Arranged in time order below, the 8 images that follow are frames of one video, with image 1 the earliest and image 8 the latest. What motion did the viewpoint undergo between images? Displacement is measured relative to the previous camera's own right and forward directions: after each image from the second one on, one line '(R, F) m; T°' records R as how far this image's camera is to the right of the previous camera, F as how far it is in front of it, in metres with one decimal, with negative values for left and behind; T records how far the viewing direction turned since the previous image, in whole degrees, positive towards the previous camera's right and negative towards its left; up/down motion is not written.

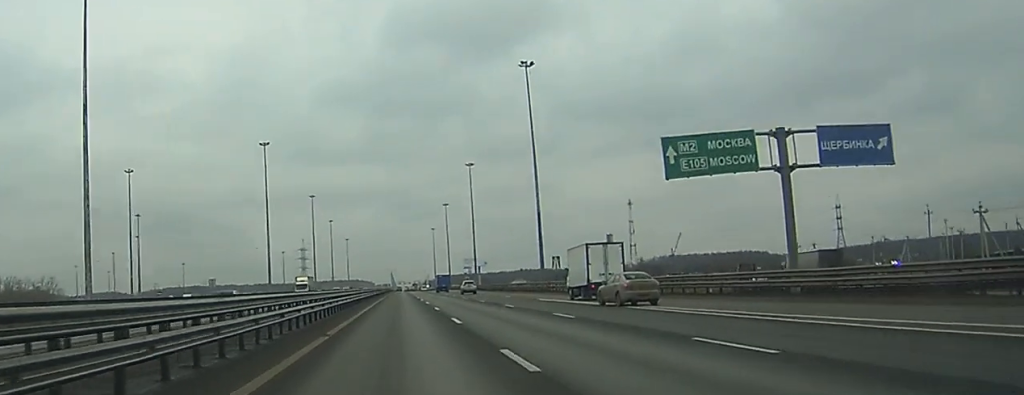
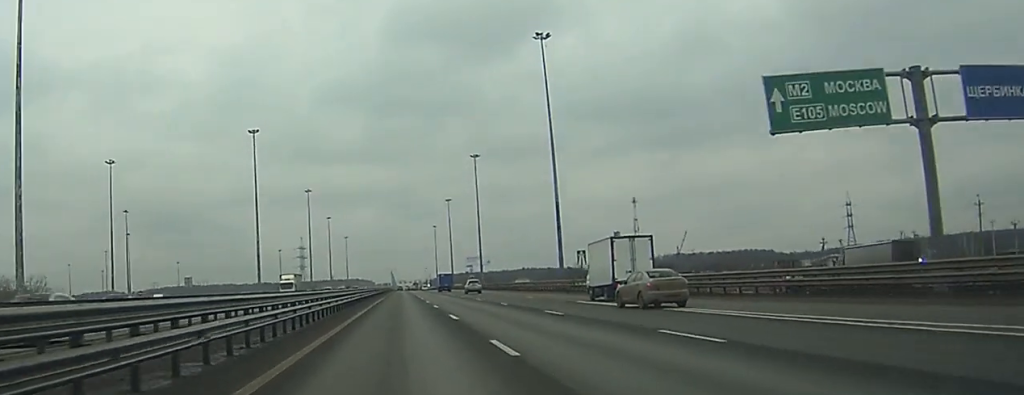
(0.0, +13.9) m; 0°
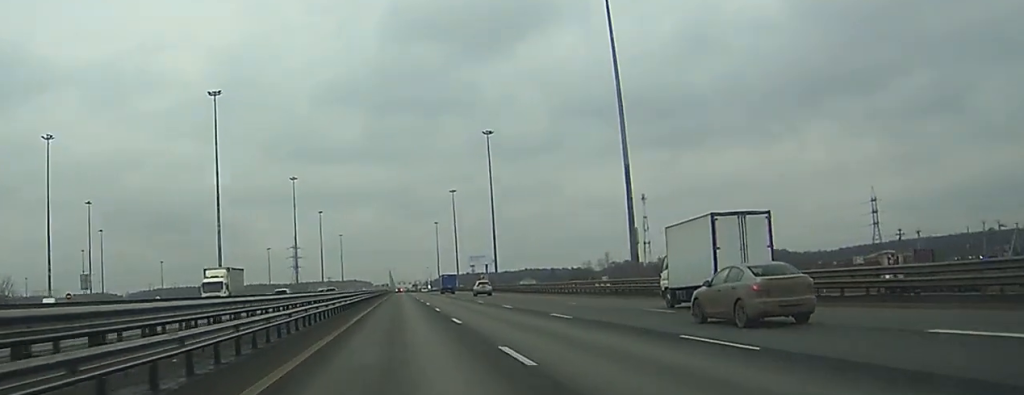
(0.0, +33.3) m; 0°
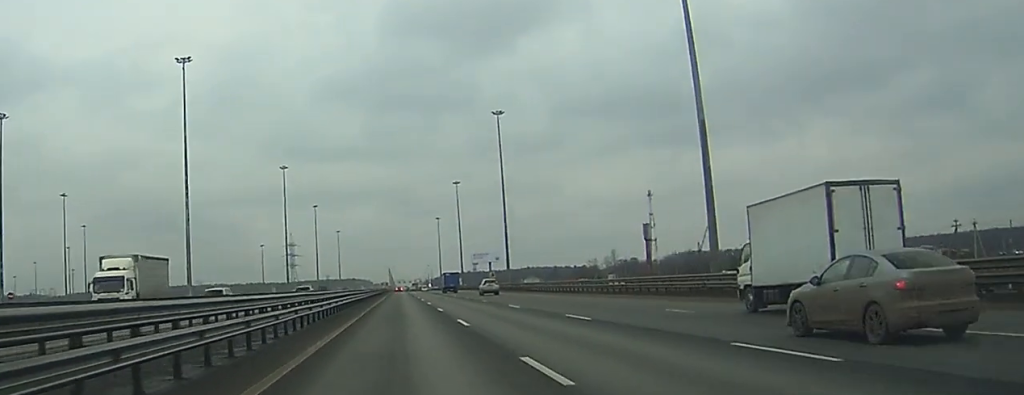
(0.0, +18.5) m; 0°
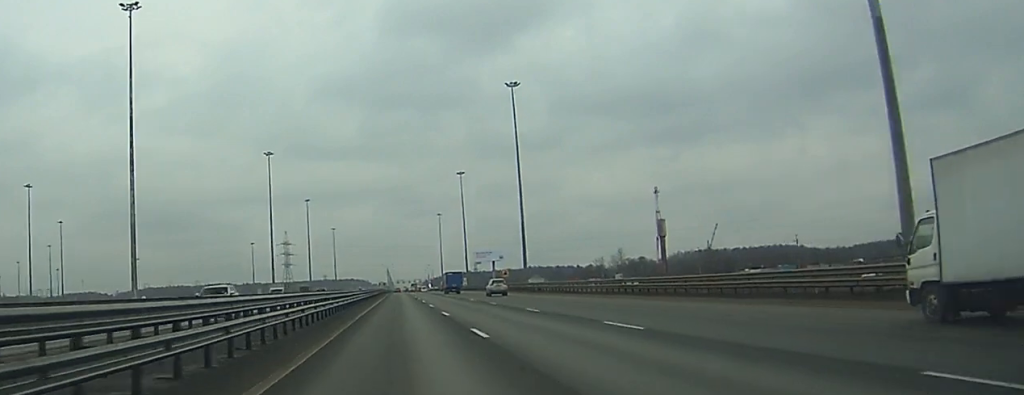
(0.0, +21.6) m; 0°
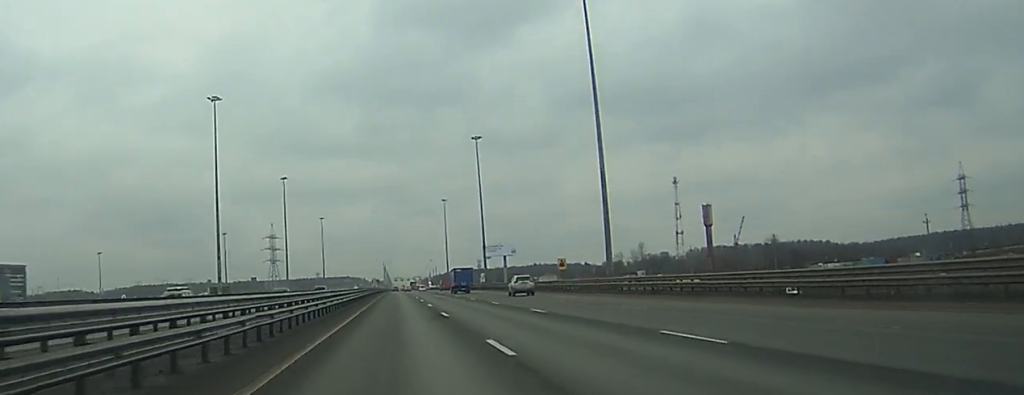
(-0.1, +52.9) m; 0°
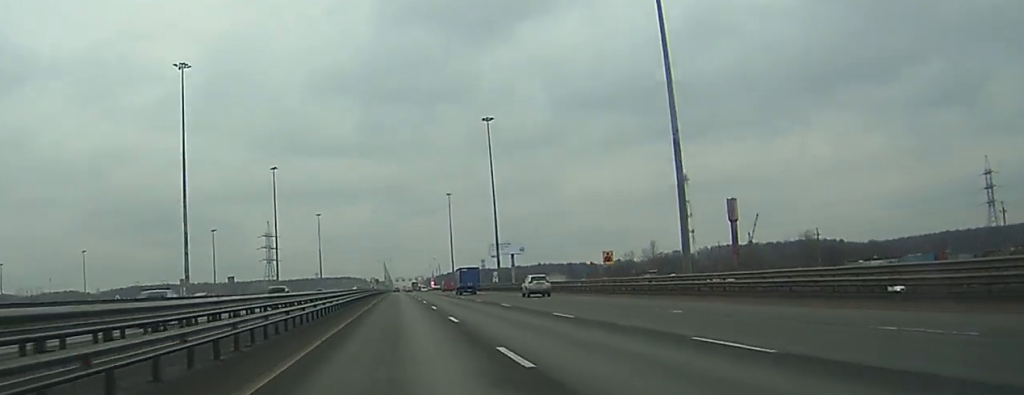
(0.0, +20.9) m; 0°
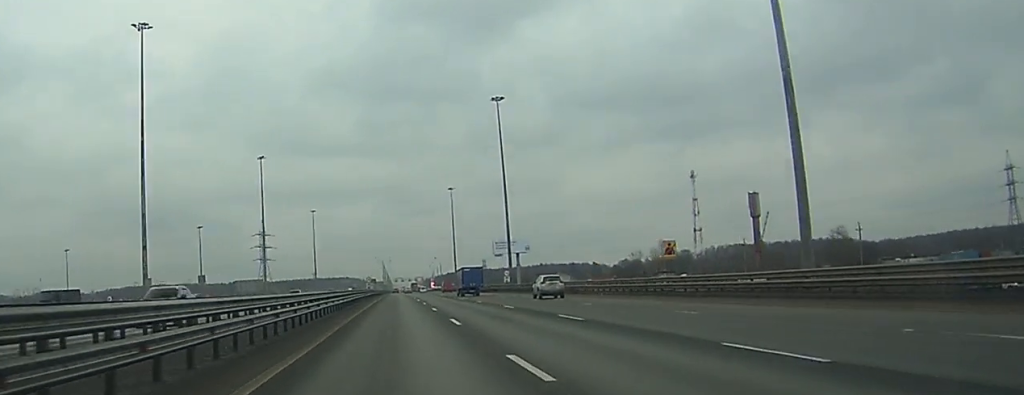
(0.0, +17.8) m; 0°
